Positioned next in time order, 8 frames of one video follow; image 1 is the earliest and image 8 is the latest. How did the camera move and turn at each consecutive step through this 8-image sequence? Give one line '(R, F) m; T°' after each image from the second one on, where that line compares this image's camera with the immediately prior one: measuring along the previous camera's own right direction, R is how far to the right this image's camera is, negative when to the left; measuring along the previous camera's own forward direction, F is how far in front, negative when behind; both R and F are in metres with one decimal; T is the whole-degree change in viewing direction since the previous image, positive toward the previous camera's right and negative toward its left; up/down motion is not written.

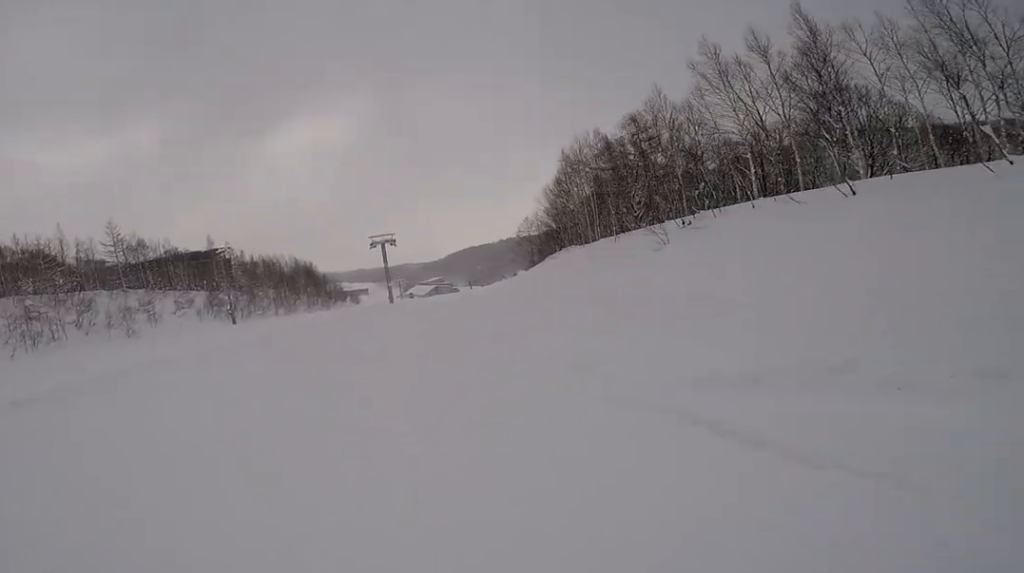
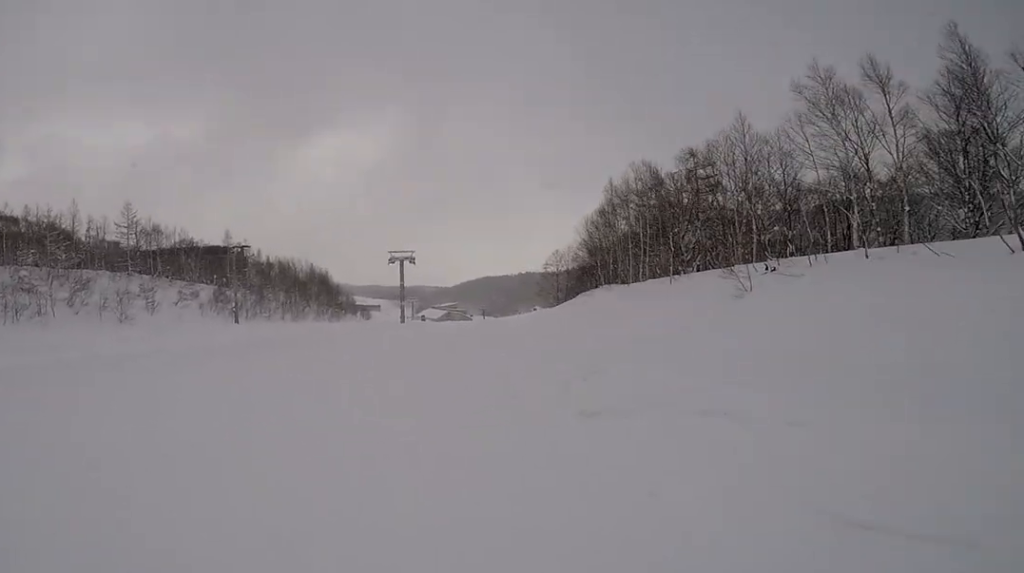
(+0.3, +4.1) m; 0°
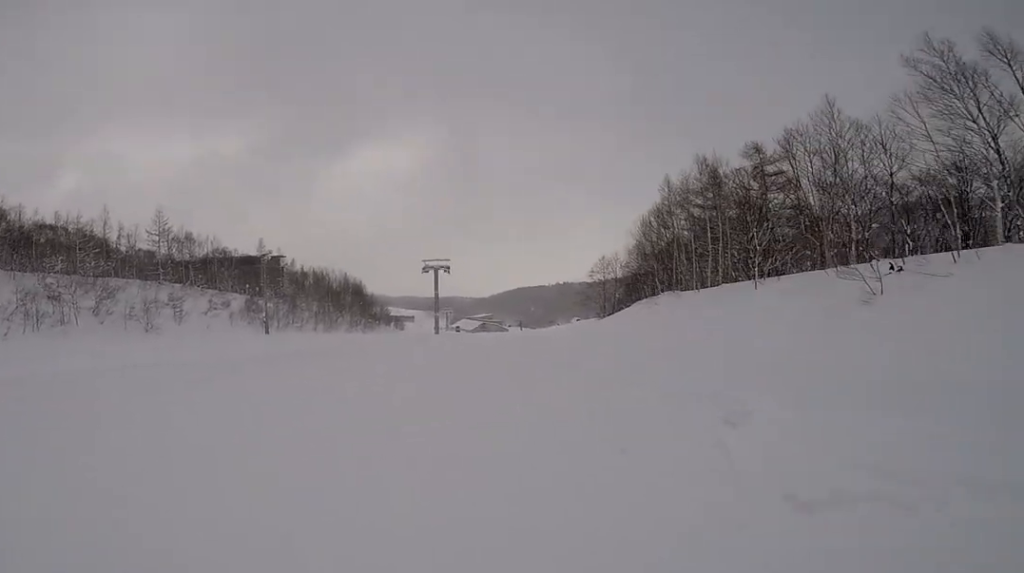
(-1.0, +3.5) m; 0°
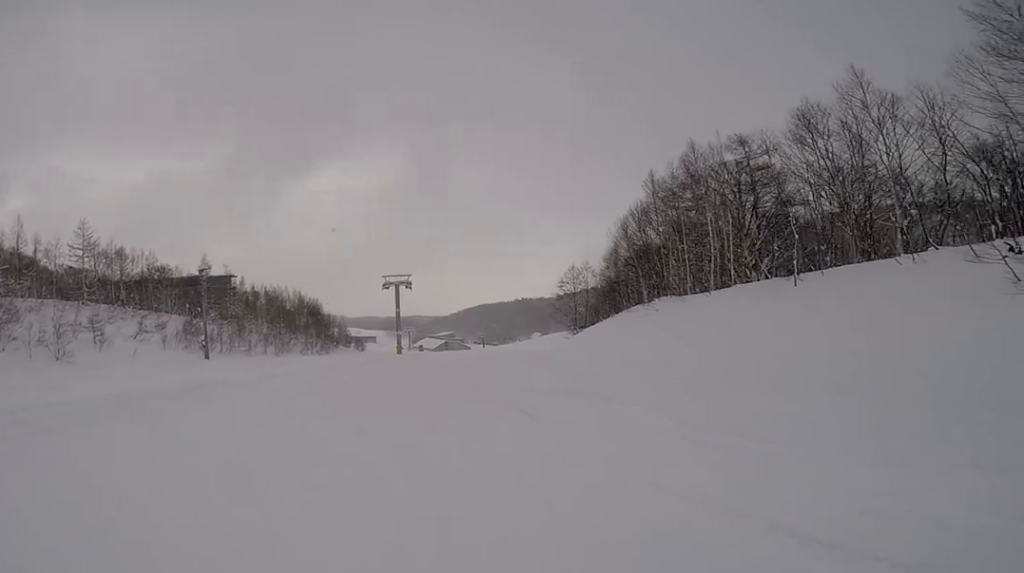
(+1.1, +6.1) m; +3°
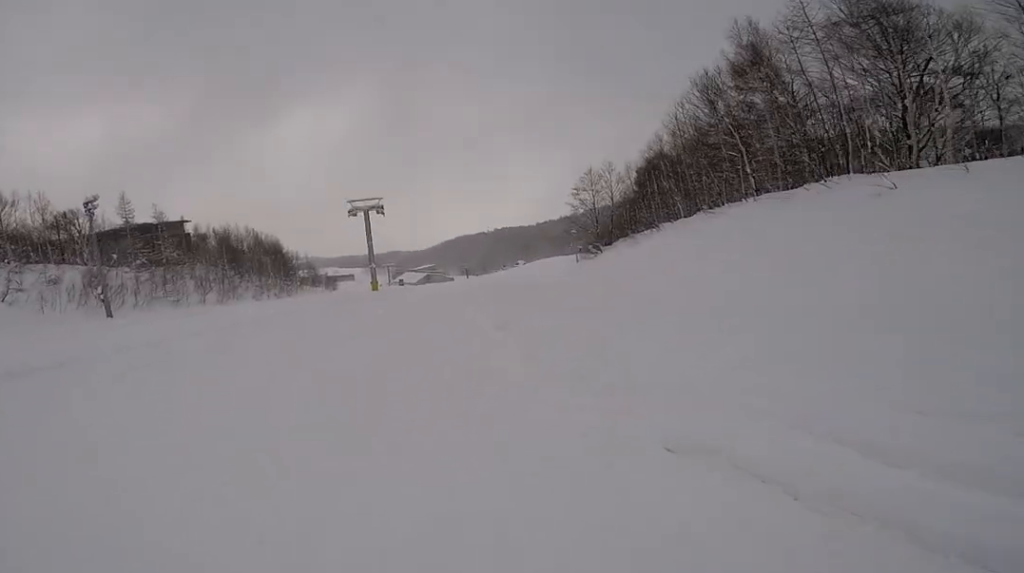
(+0.3, +15.7) m; +4°
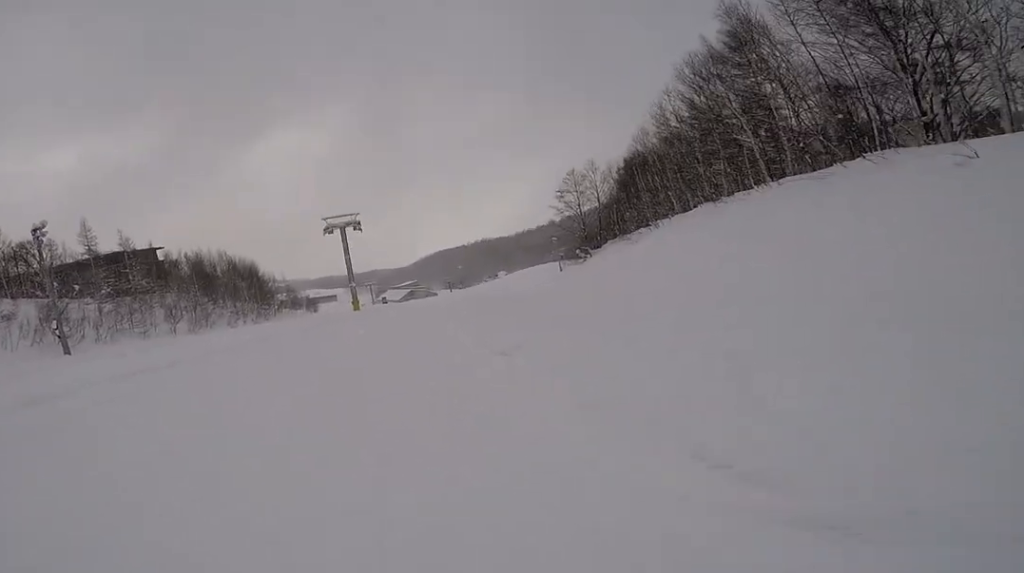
(+0.4, +3.3) m; -7°
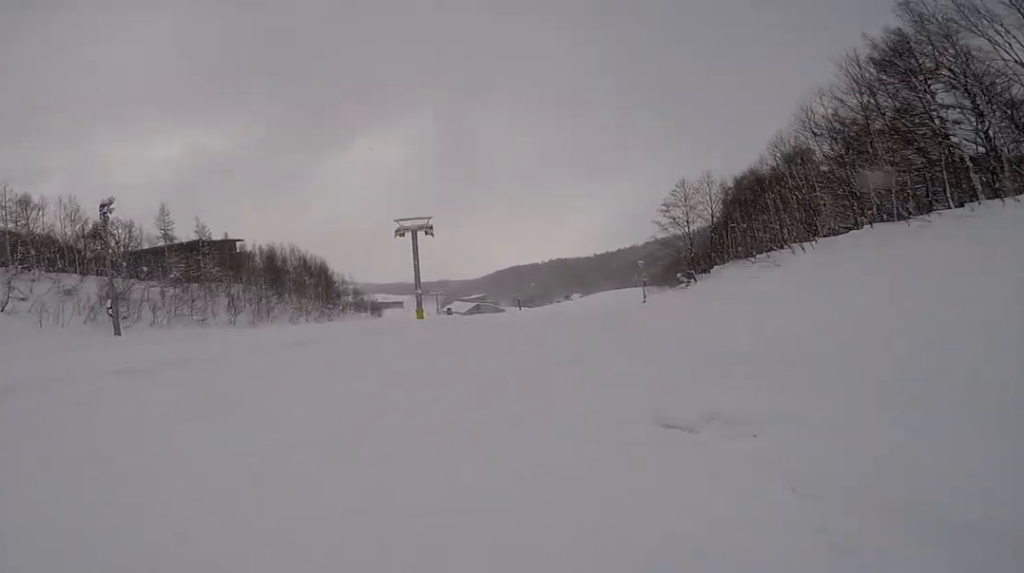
(-1.2, +4.2) m; 0°
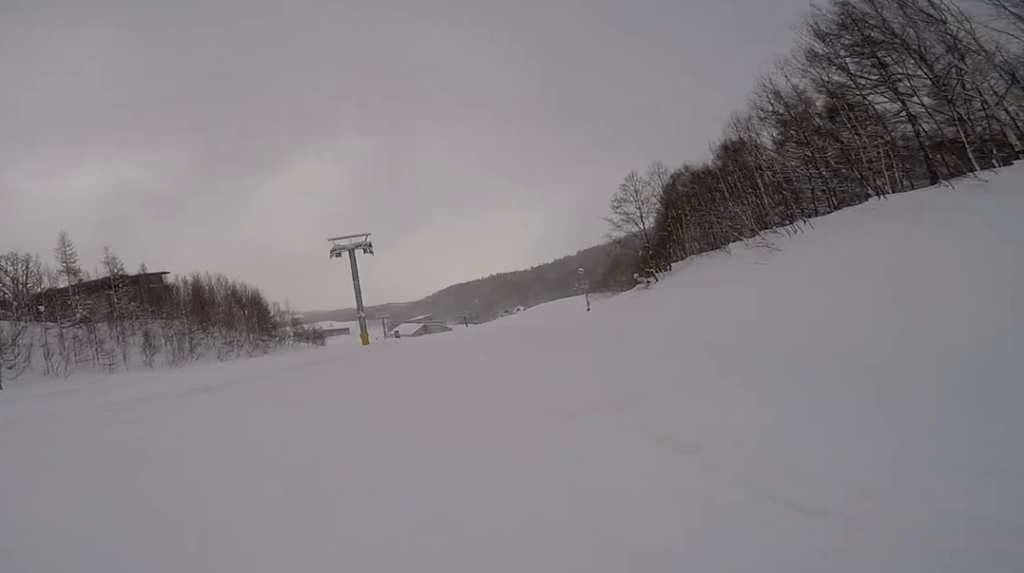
(+0.7, +5.0) m; +10°
